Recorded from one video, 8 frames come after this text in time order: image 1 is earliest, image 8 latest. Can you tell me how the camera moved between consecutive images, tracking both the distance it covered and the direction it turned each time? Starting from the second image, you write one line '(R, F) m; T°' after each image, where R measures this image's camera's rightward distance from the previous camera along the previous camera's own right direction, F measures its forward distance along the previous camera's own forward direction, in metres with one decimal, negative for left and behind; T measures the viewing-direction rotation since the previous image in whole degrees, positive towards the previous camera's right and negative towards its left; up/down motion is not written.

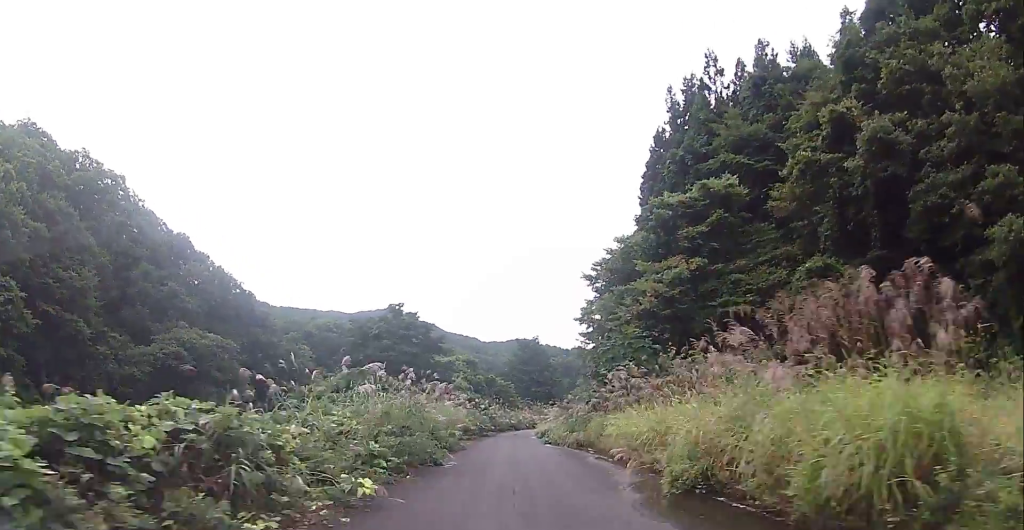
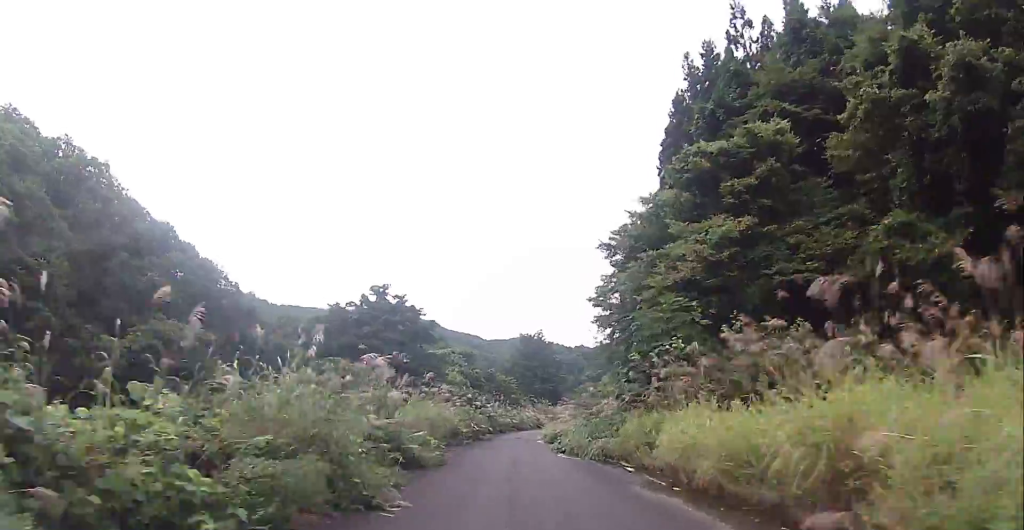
(-0.6, +7.6) m; 0°
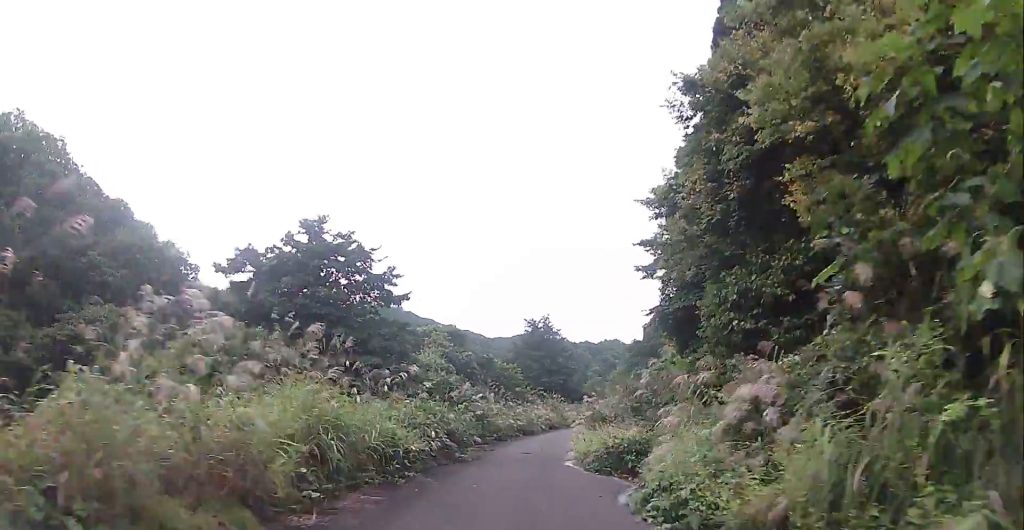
(+0.5, +16.8) m; 0°
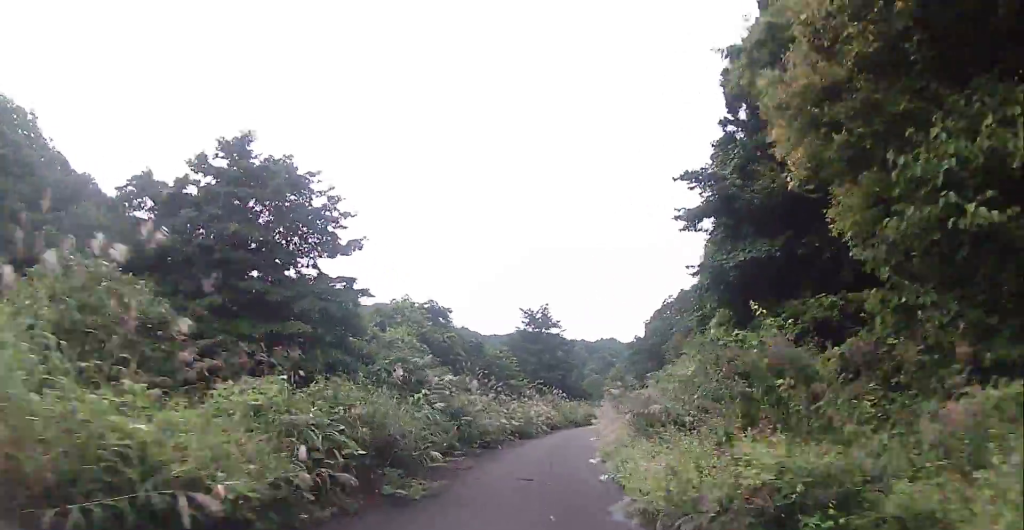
(-0.5, +9.6) m; 0°
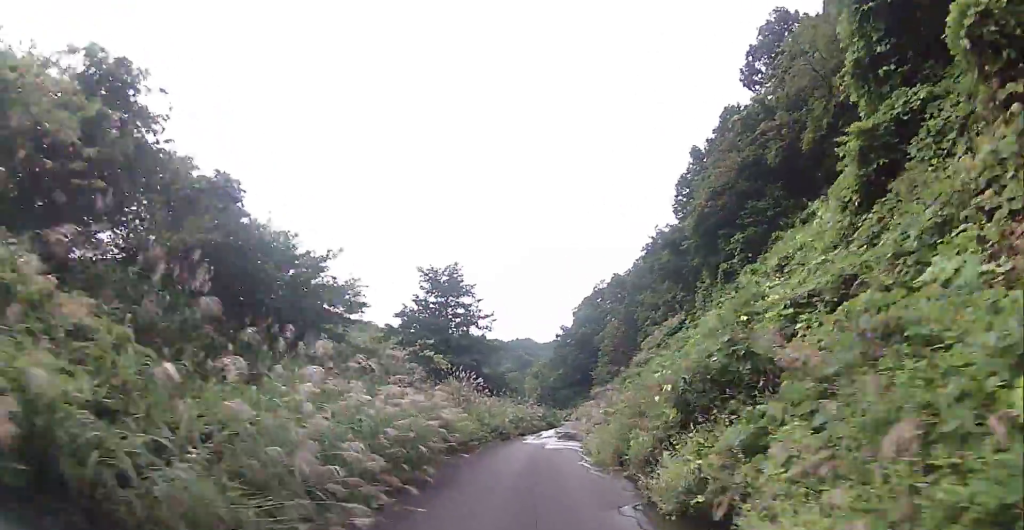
(+3.0, +29.4) m; +10°
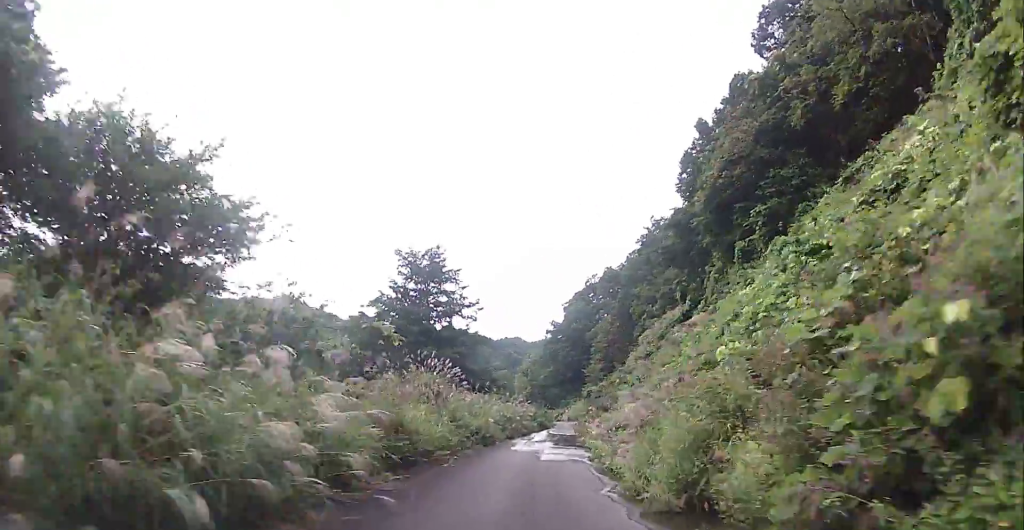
(-0.2, +7.2) m; +1°
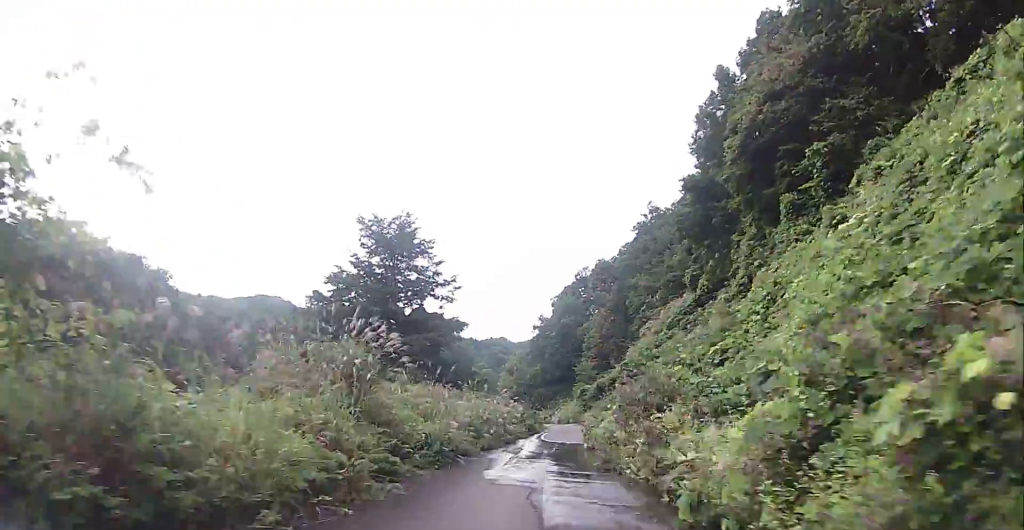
(+0.1, +11.5) m; +3°
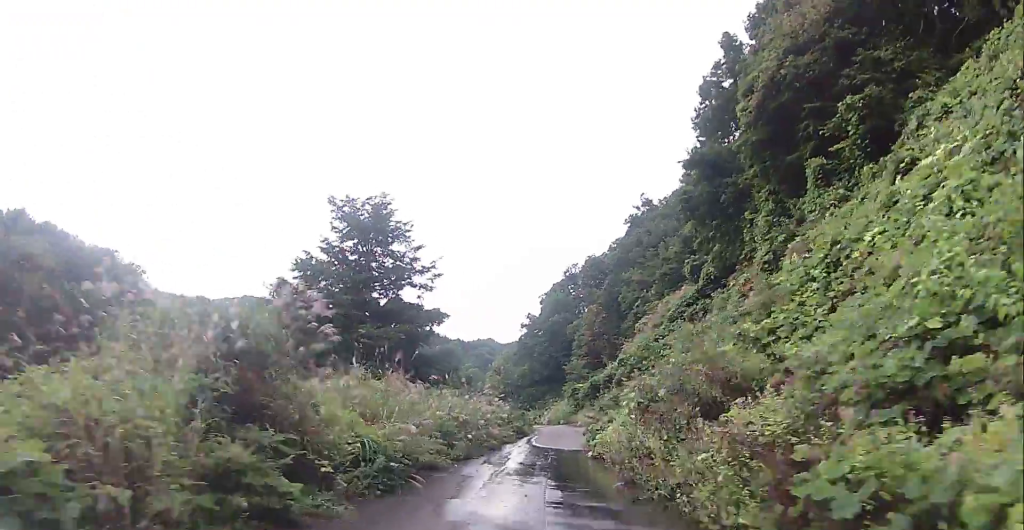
(+0.2, +5.6) m; +2°
